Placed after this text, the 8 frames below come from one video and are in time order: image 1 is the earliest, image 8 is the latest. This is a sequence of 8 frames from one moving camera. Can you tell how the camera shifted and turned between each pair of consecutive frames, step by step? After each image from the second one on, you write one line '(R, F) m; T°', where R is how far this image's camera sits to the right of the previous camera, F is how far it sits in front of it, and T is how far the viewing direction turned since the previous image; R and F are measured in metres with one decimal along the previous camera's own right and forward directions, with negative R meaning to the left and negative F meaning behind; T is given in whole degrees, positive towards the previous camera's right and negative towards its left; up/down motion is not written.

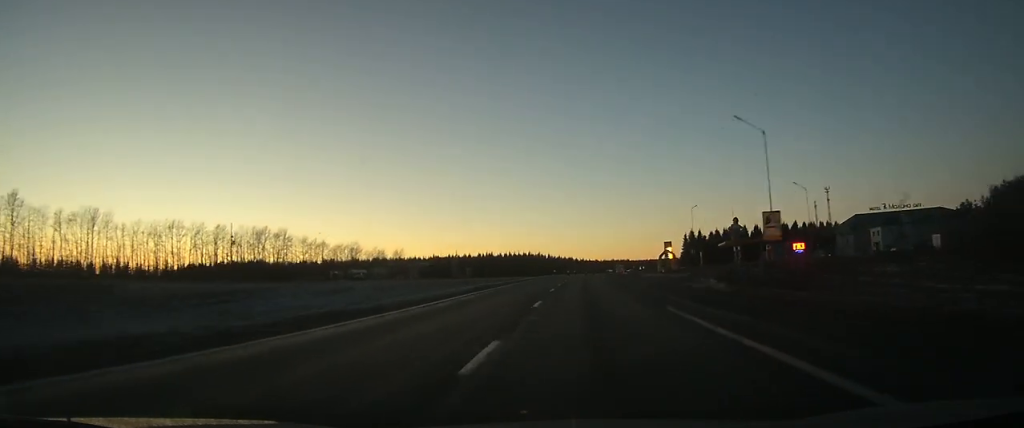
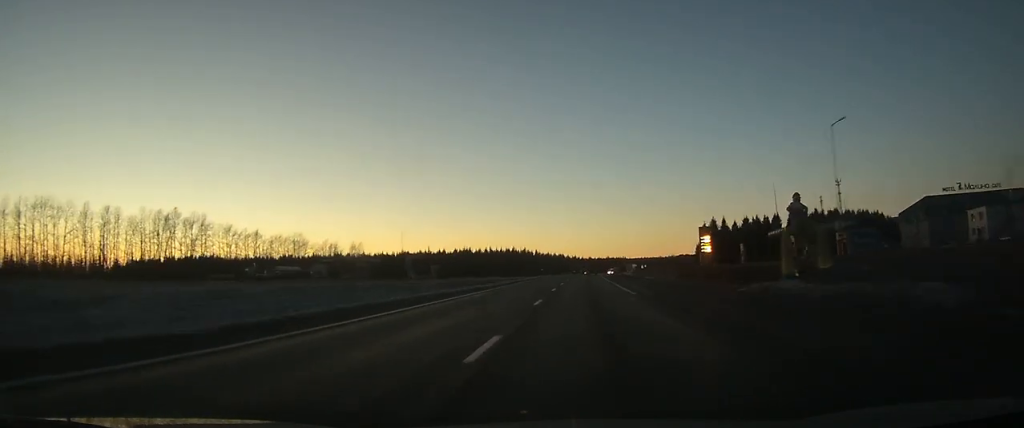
(+0.3, +46.0) m; +1°
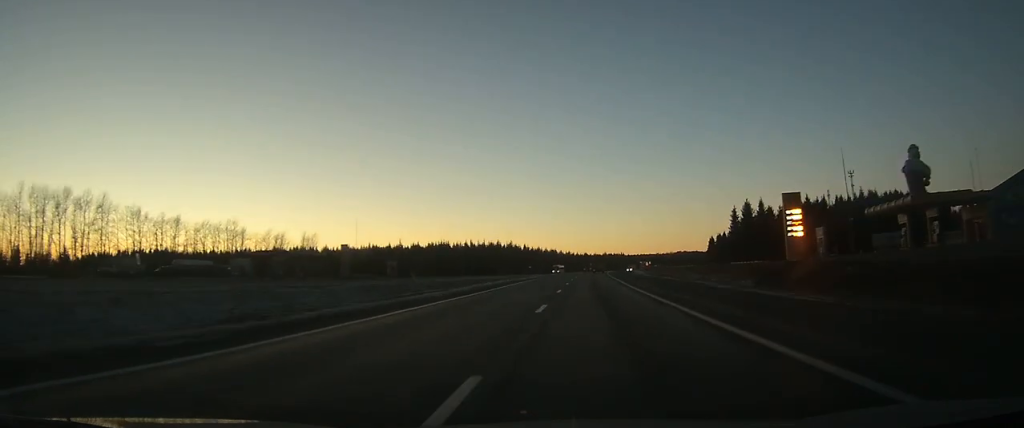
(+0.2, +38.7) m; +1°
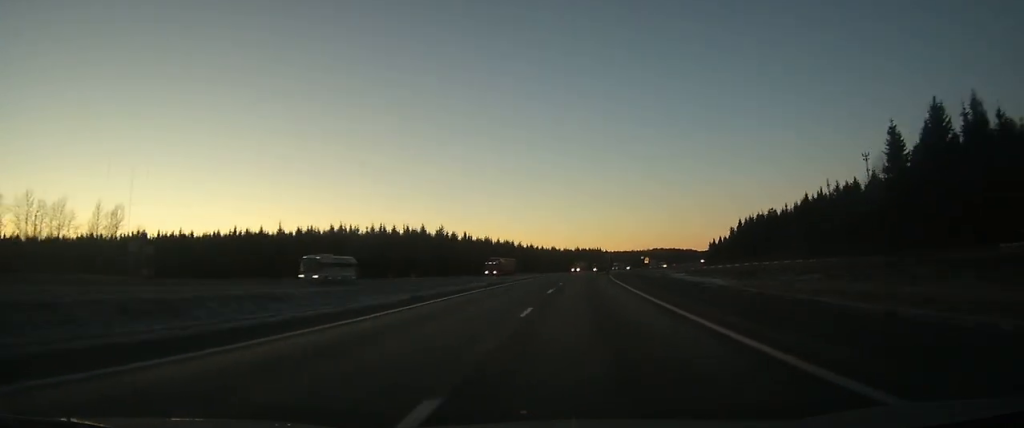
(+1.2, +80.7) m; +2°
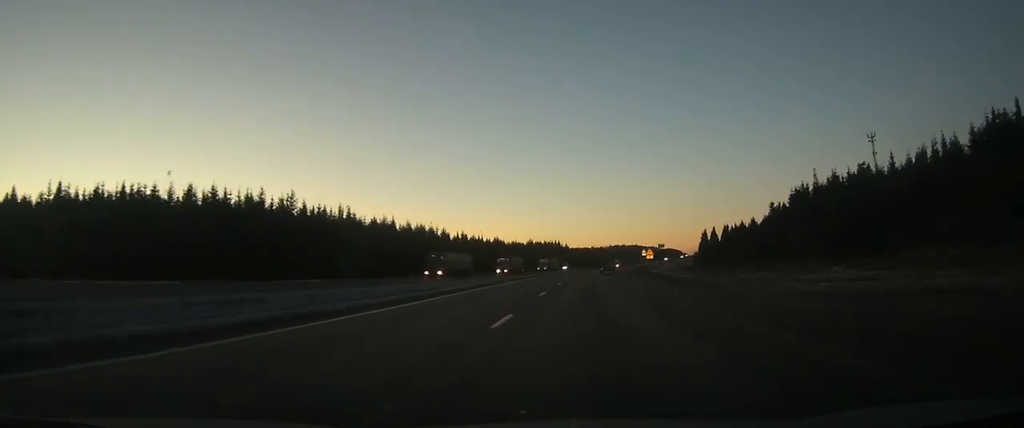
(+2.1, +68.9) m; +4°
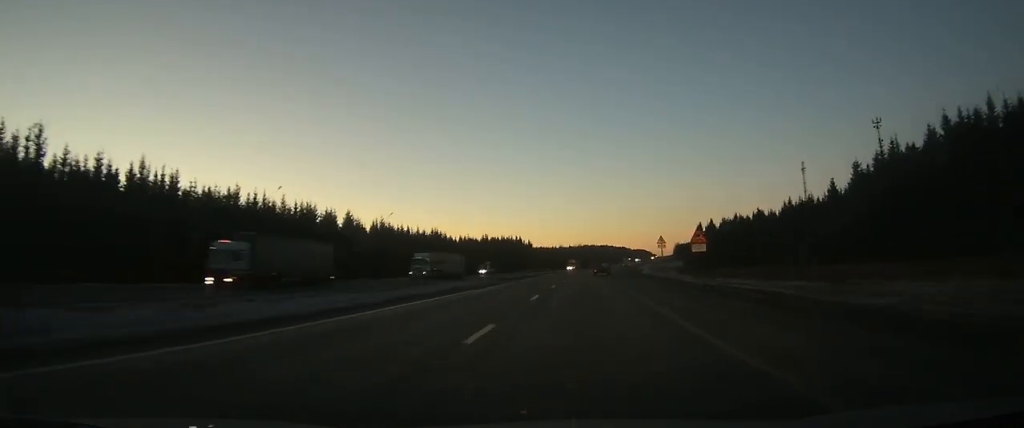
(+1.3, +49.1) m; +3°
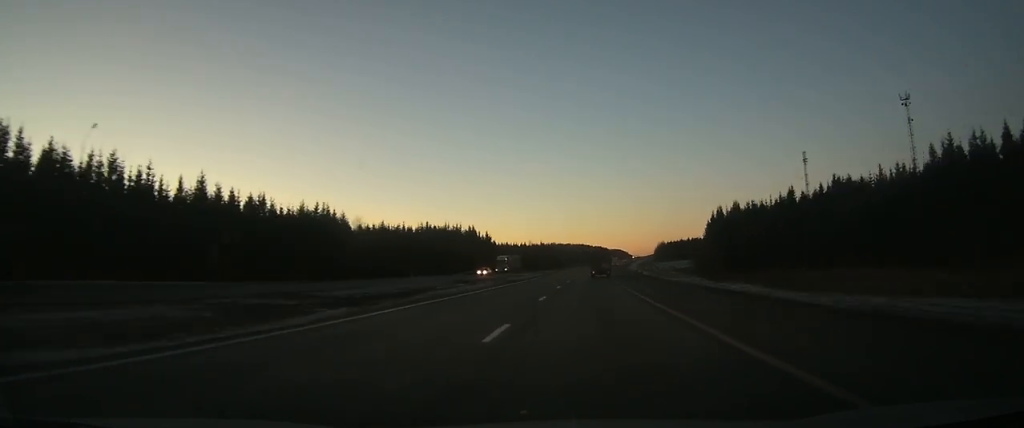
(+1.7, +61.7) m; +3°
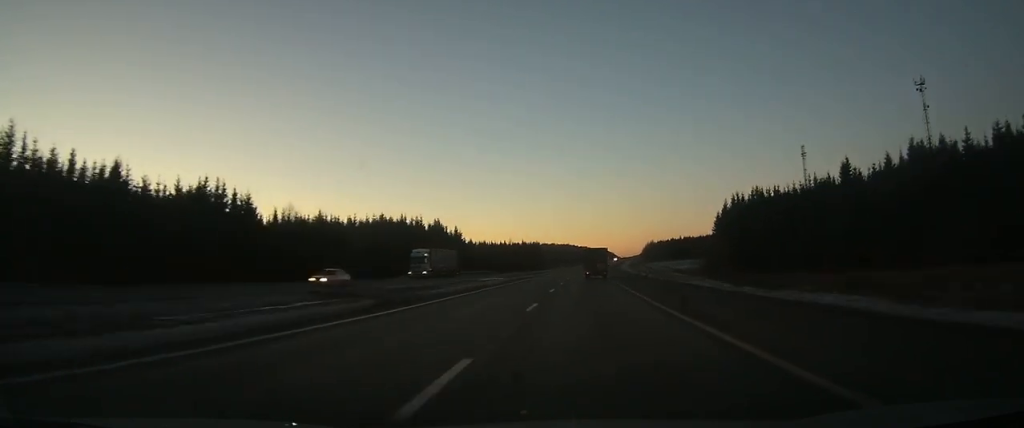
(+0.2, +29.5) m; +2°
